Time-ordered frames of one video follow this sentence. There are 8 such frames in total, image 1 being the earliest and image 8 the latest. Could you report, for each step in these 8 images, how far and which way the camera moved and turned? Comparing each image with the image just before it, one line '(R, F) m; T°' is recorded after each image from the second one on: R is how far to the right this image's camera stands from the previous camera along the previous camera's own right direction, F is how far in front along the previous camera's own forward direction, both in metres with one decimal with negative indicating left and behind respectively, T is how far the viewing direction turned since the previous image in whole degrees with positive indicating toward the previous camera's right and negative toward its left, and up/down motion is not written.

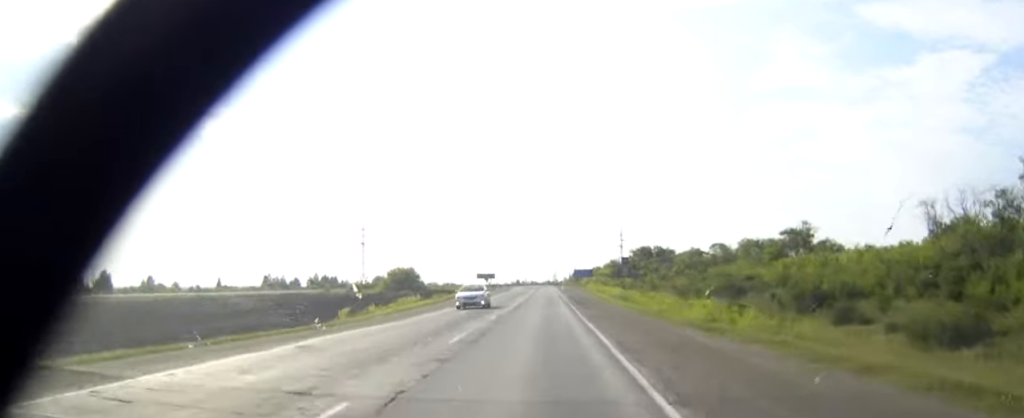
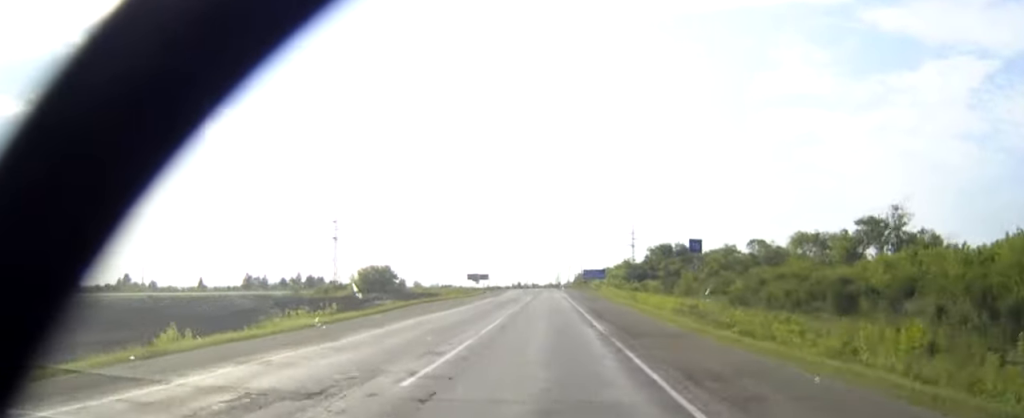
(-0.1, +30.7) m; 0°
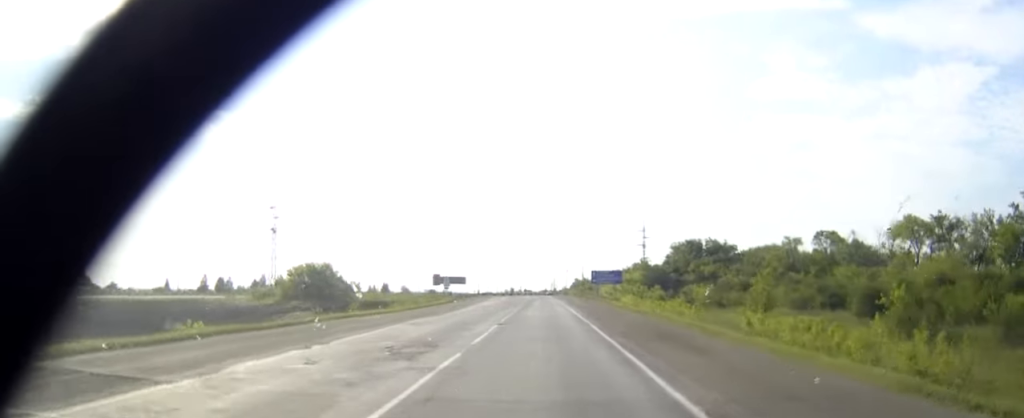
(0.0, +39.3) m; 0°
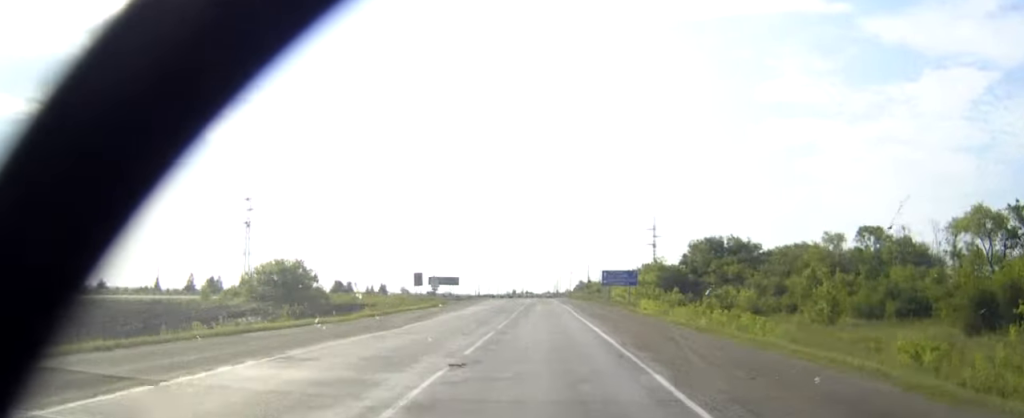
(0.0, +14.6) m; 0°
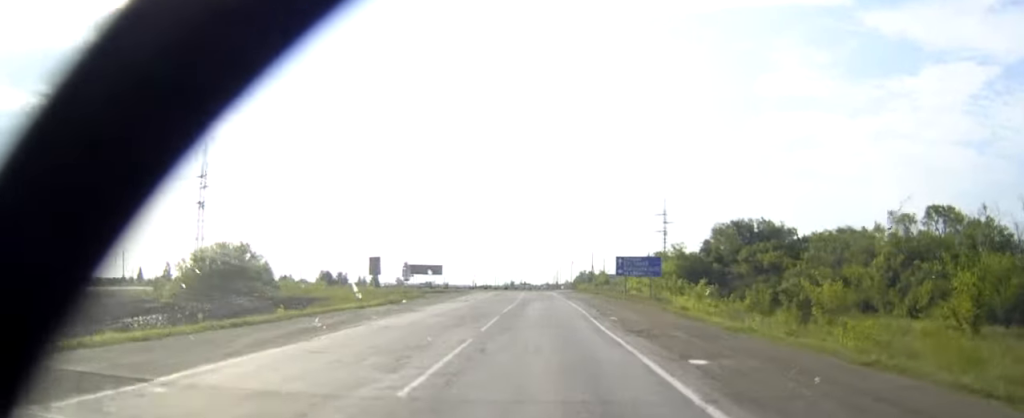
(0.0, +18.7) m; 0°
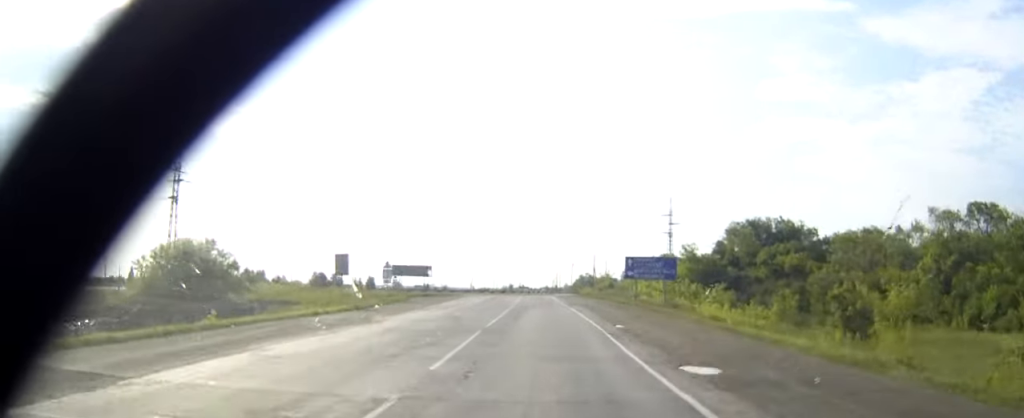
(0.0, +8.9) m; 0°
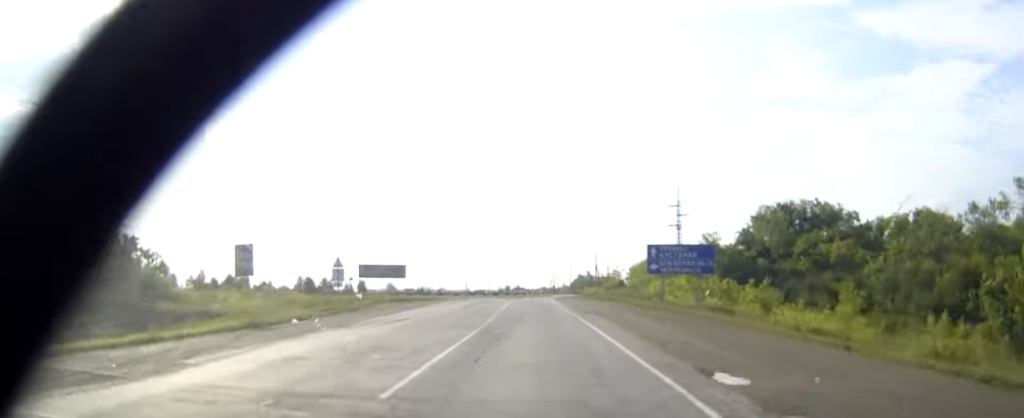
(0.0, +15.3) m; 0°
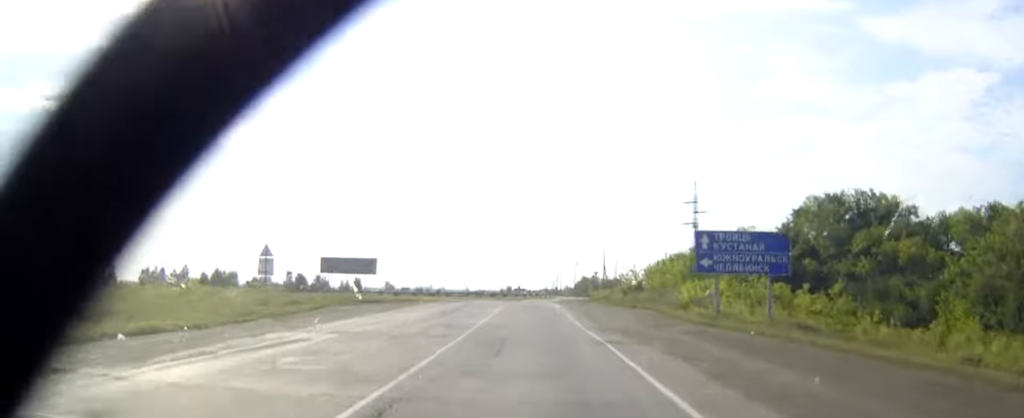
(0.0, +14.5) m; 0°
